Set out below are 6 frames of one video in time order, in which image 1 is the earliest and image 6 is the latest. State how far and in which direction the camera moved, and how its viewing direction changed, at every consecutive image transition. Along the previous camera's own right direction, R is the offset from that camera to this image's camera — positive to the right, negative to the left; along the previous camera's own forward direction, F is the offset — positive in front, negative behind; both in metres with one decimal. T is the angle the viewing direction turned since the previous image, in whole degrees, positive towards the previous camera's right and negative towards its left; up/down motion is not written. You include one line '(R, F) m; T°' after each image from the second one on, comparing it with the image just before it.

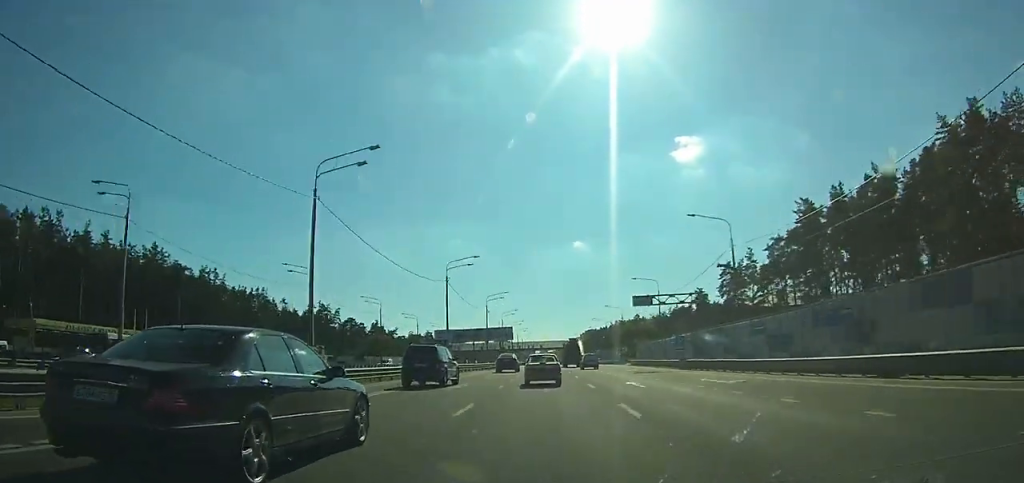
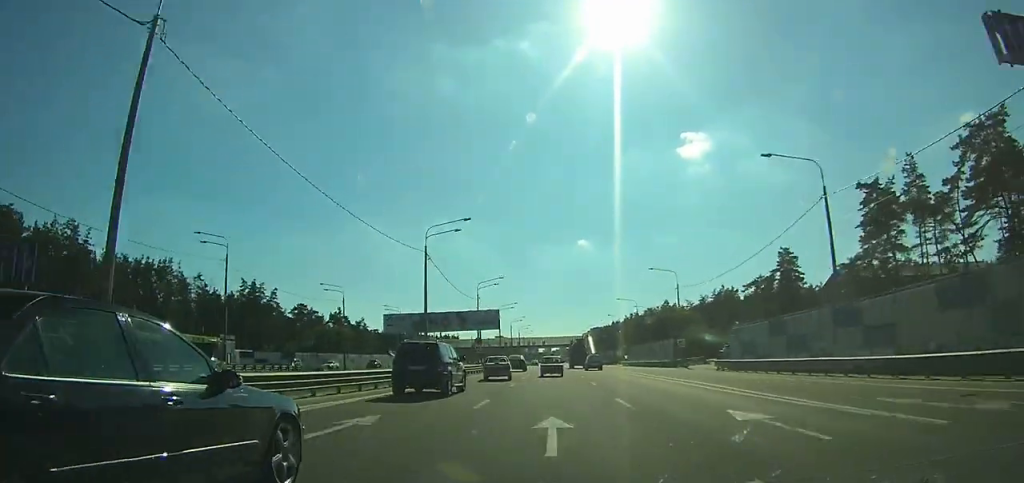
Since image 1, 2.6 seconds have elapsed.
(0.0, +47.3) m; 0°
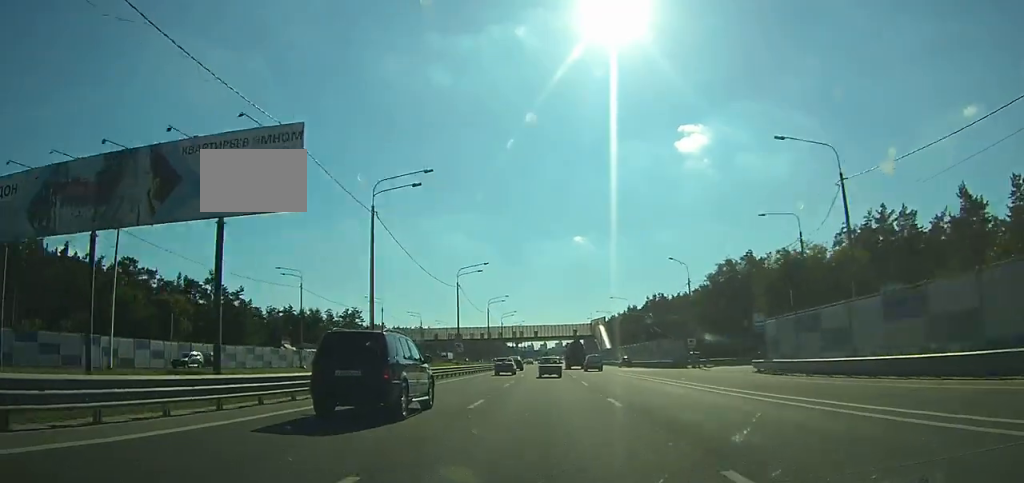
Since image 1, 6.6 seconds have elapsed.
(-0.2, +71.2) m; 0°
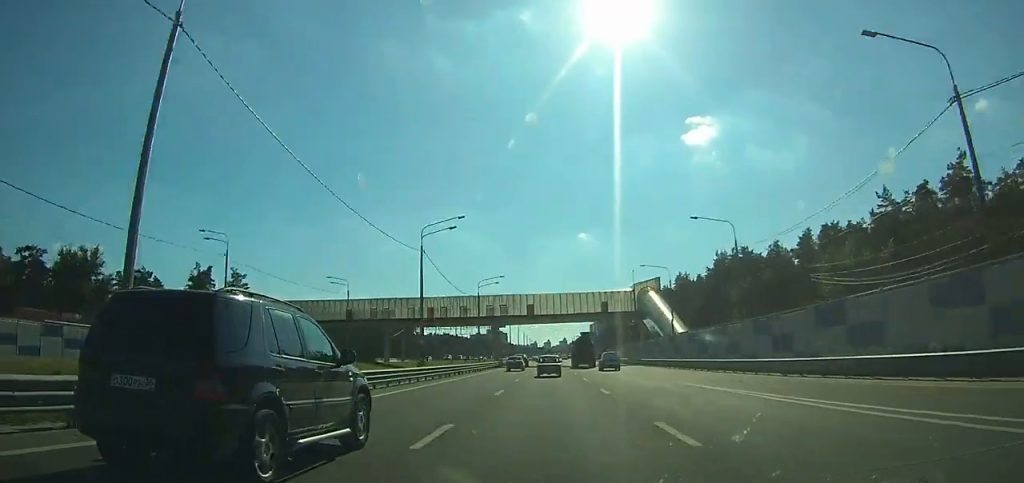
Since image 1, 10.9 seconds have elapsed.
(+0.1, +75.9) m; 0°
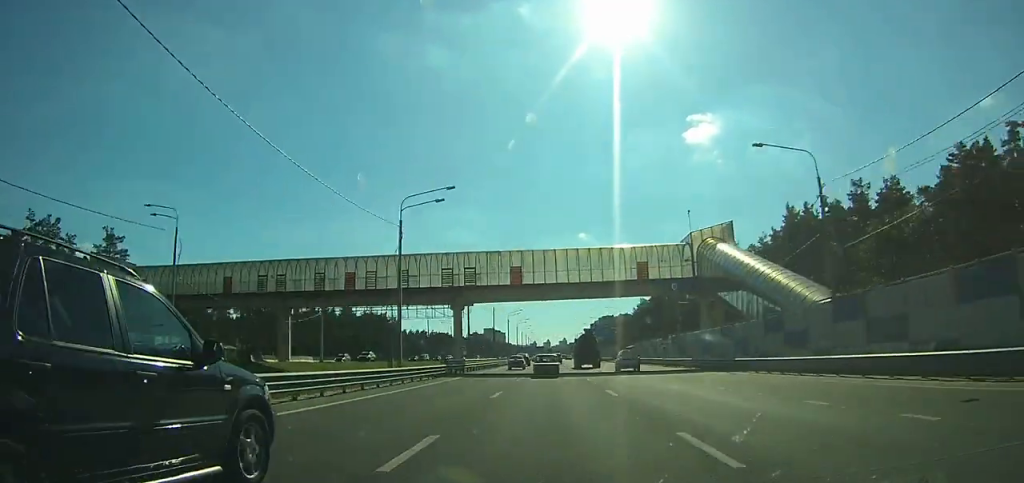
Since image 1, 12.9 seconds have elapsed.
(+0.1, +36.3) m; 0°
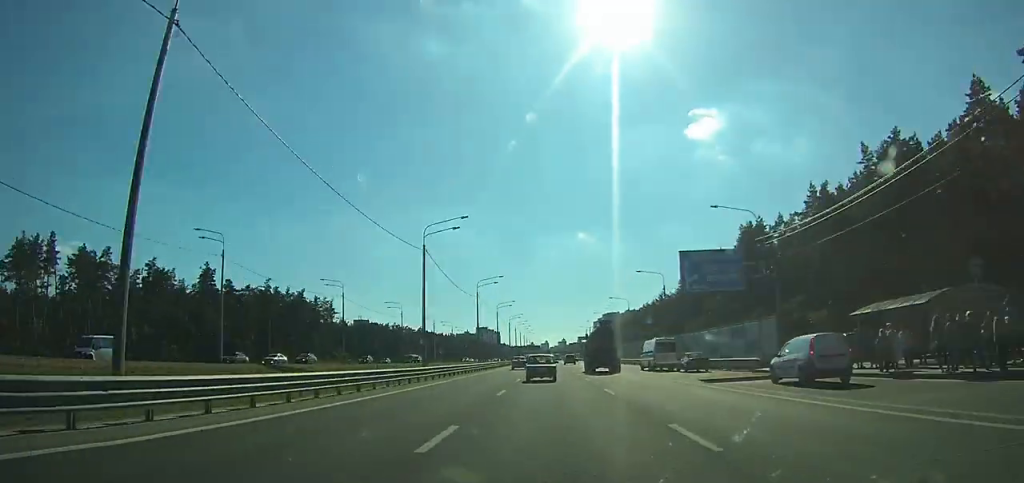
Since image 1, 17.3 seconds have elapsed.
(+0.1, +84.6) m; 0°
